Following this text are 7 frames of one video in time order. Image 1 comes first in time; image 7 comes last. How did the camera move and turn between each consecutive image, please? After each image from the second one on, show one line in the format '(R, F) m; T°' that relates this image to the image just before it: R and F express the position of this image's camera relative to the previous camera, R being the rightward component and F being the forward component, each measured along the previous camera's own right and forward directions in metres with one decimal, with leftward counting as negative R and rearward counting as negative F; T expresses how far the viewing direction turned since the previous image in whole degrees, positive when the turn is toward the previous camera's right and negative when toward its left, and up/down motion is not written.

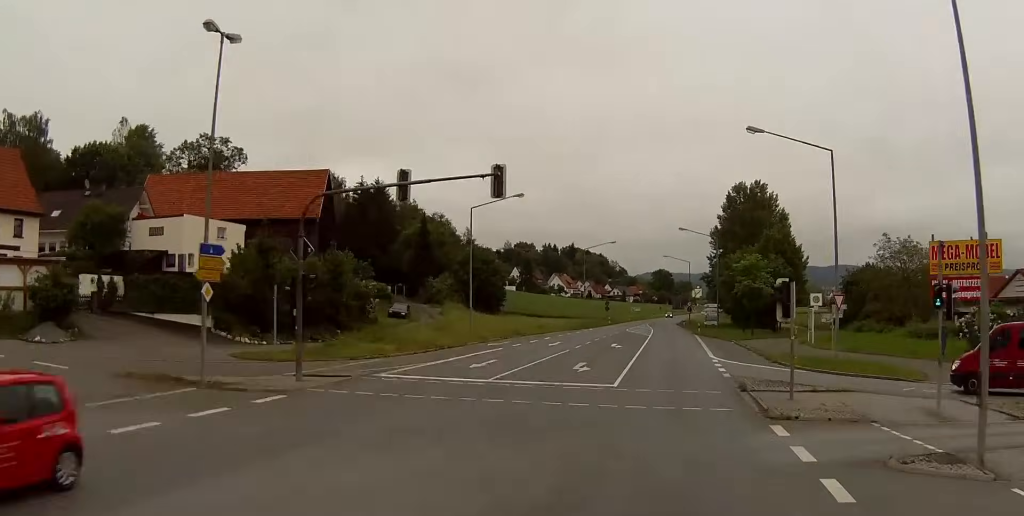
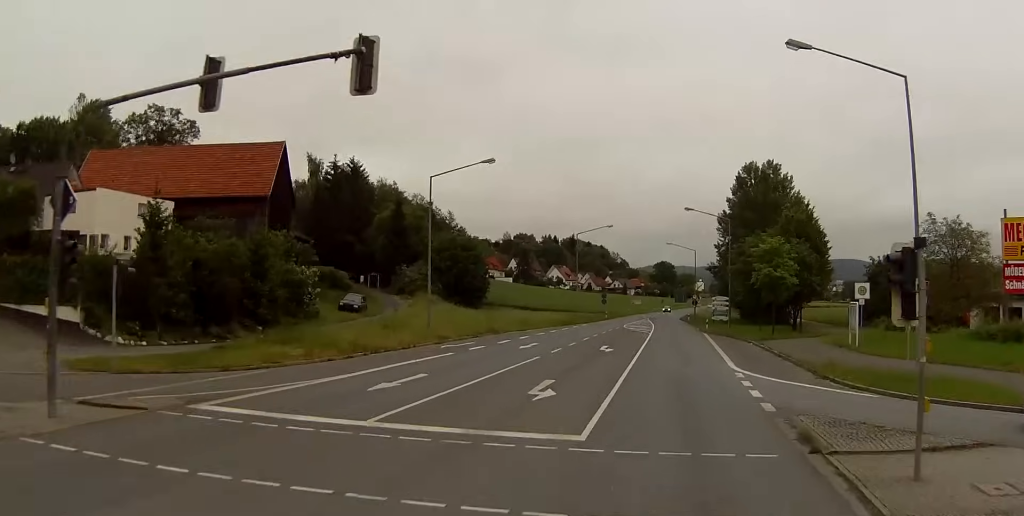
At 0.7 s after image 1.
(0.0, +12.0) m; -1°
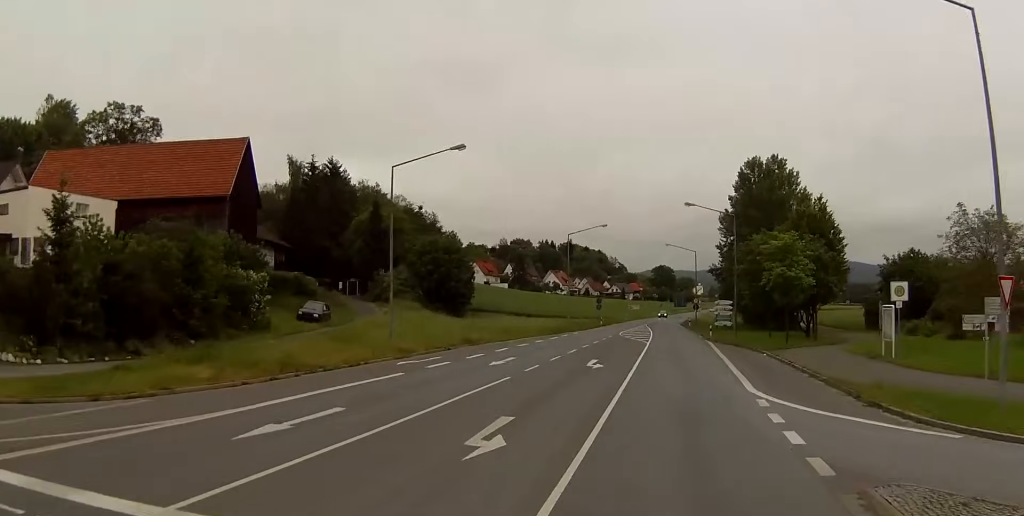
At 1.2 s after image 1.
(0.0, +7.0) m; -1°
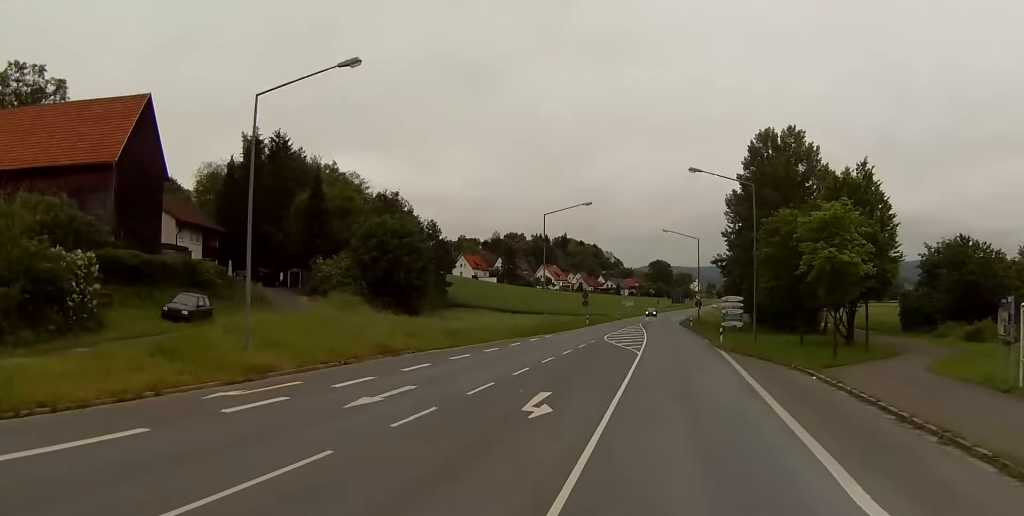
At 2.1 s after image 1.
(-0.4, +15.6) m; 0°
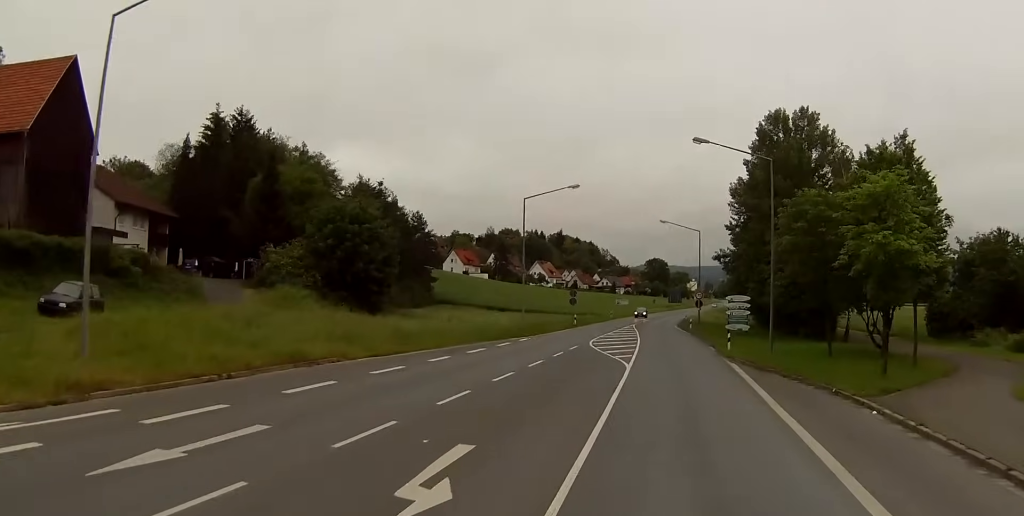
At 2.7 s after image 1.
(+0.3, +9.1) m; +1°
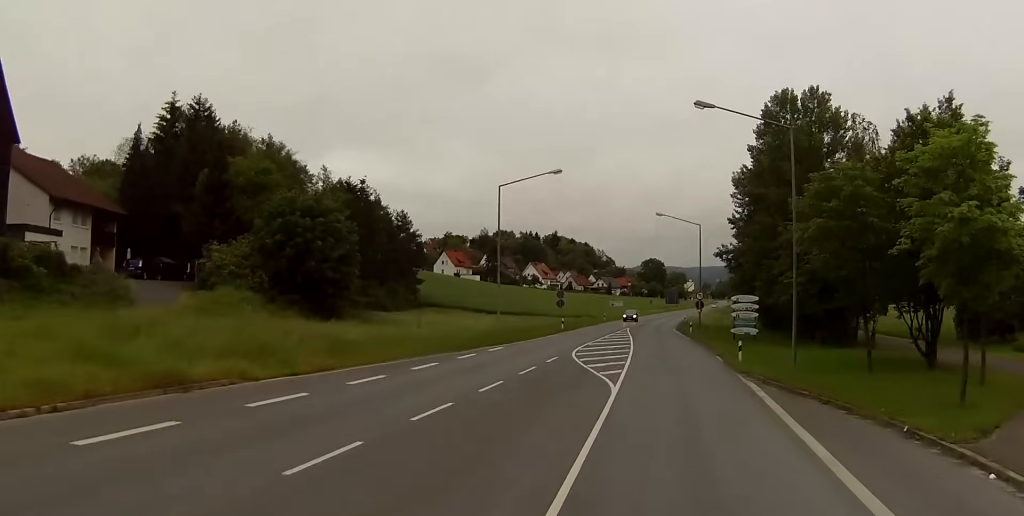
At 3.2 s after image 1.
(+0.1, +8.0) m; 0°
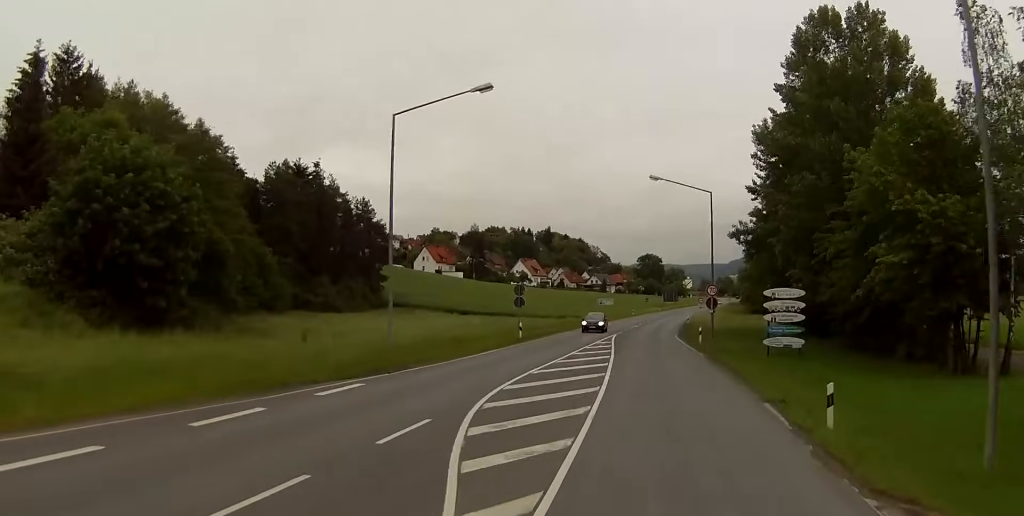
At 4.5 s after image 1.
(-0.2, +20.6) m; -1°
